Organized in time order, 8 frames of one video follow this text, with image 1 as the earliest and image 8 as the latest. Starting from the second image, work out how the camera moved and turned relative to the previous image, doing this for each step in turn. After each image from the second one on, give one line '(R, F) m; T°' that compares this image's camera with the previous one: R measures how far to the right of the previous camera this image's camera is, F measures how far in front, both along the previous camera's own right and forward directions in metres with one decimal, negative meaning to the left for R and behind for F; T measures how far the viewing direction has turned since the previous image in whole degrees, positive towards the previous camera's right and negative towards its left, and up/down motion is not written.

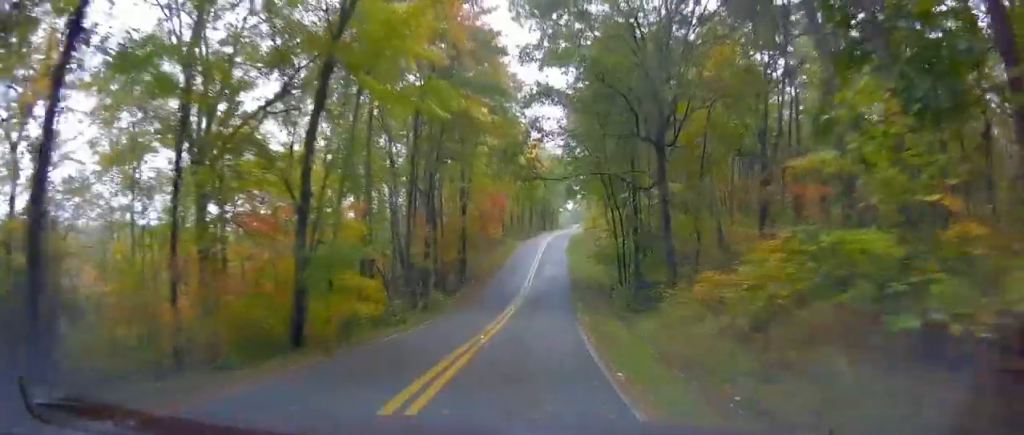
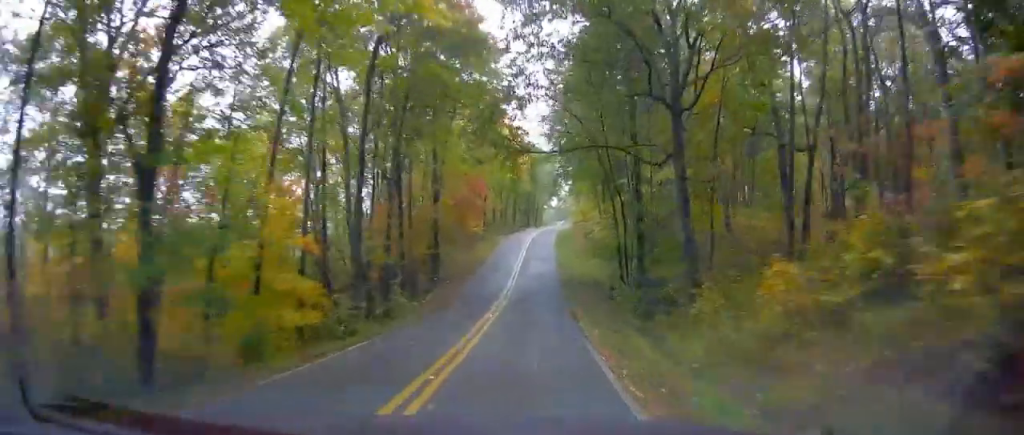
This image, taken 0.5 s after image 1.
(-1.7, +6.6) m; -8°
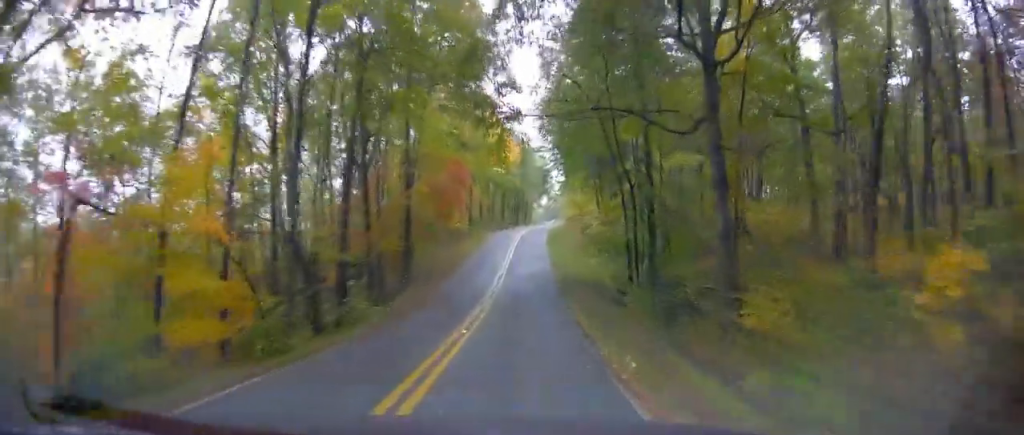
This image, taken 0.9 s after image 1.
(-0.6, +5.9) m; -5°
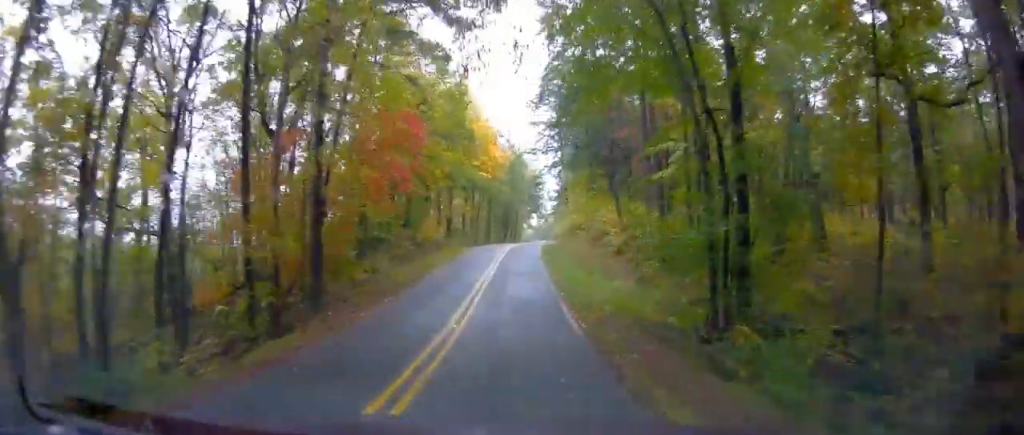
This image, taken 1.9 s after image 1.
(0.0, +13.4) m; +12°
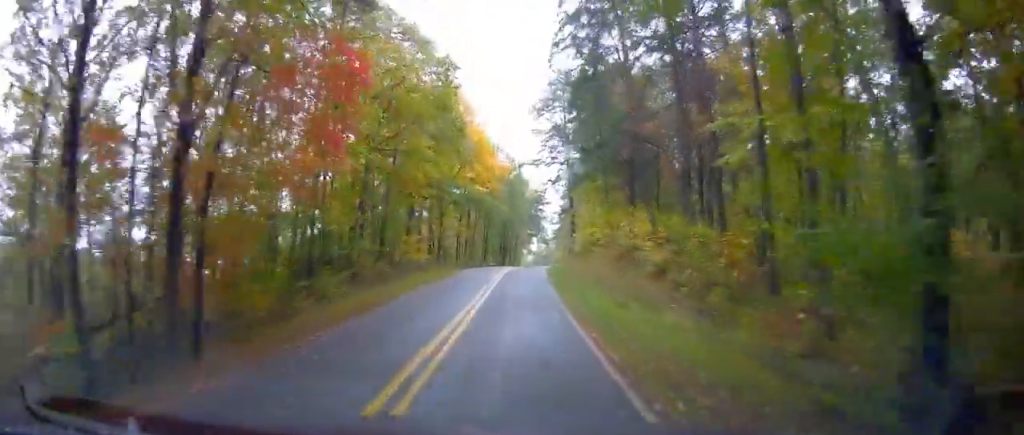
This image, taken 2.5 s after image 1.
(+1.7, +7.7) m; +8°
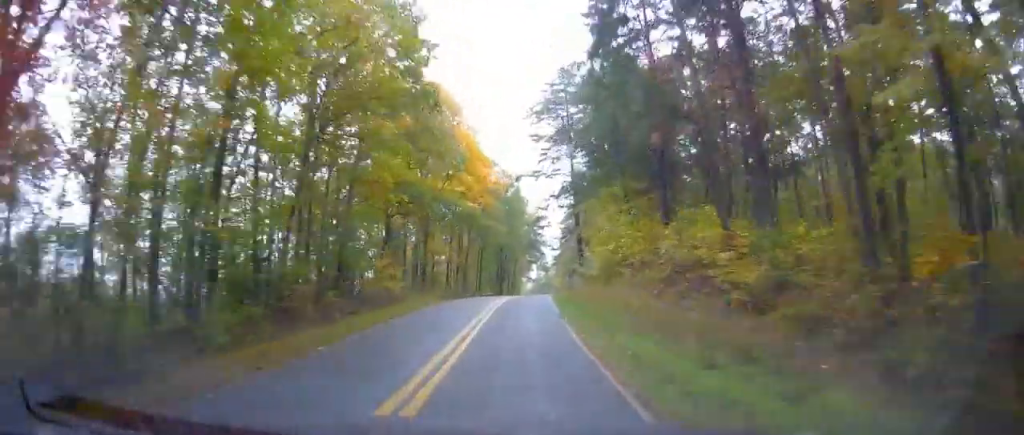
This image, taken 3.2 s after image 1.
(+0.8, +8.7) m; +5°
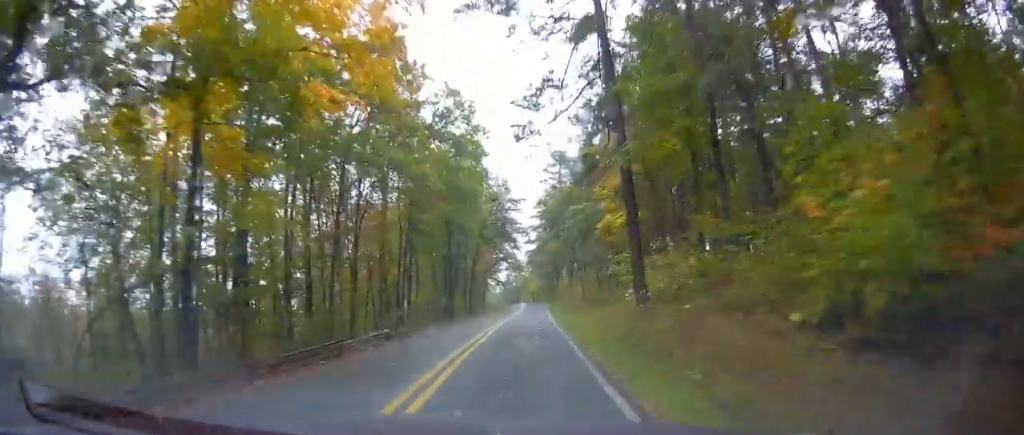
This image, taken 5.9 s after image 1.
(+0.2, +38.1) m; -1°
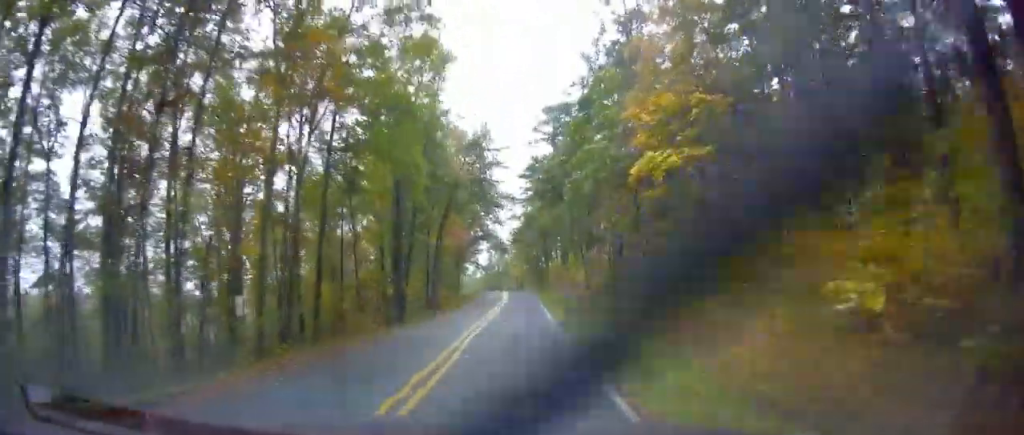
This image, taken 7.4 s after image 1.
(+0.2, +21.2) m; +2°
